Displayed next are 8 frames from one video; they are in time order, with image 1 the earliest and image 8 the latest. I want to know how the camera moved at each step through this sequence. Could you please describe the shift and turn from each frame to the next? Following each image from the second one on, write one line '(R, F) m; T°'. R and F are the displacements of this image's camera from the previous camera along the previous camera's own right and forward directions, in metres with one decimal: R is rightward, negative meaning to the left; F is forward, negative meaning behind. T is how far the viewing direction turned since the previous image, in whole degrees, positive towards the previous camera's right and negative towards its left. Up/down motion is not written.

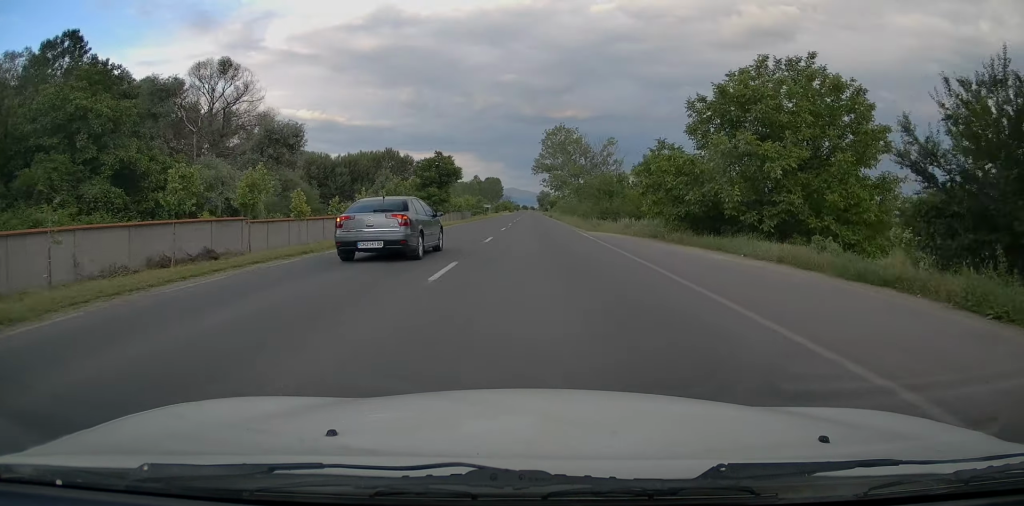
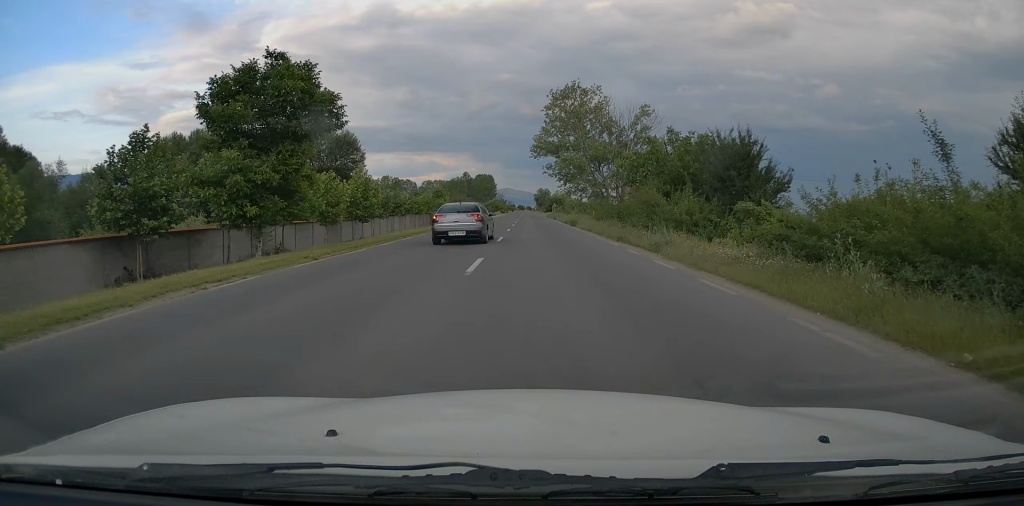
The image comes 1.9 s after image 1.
(-0.2, +43.8) m; 0°
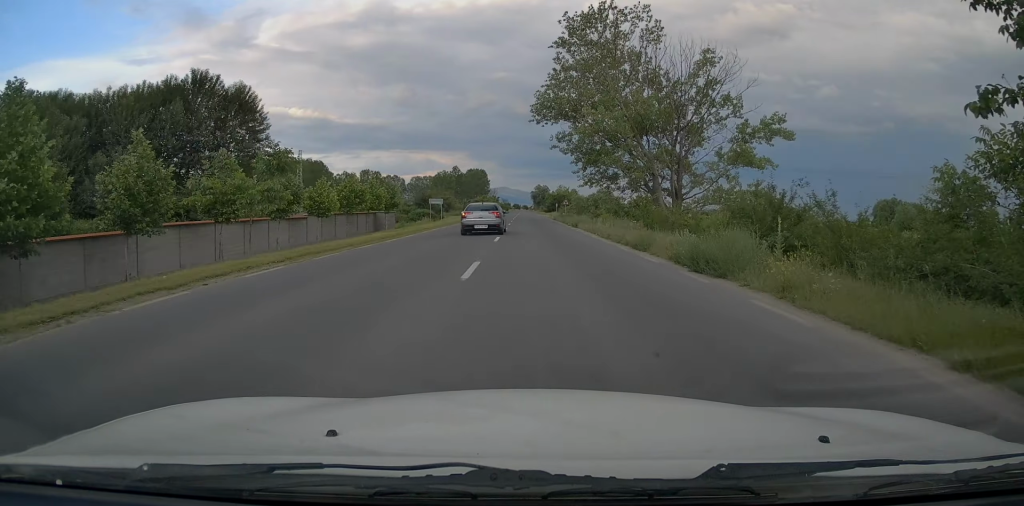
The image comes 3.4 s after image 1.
(+0.3, +34.9) m; +1°
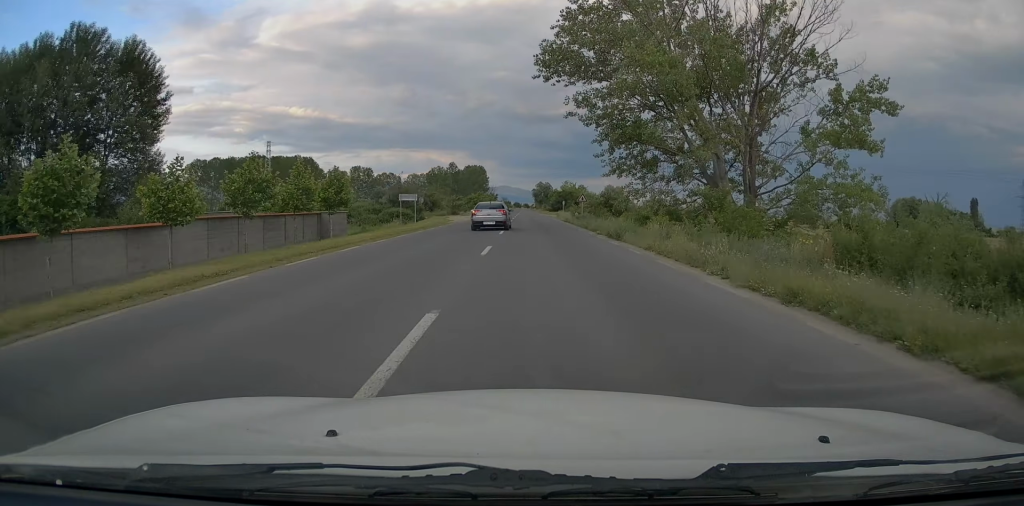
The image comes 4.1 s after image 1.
(+0.2, +17.9) m; 0°
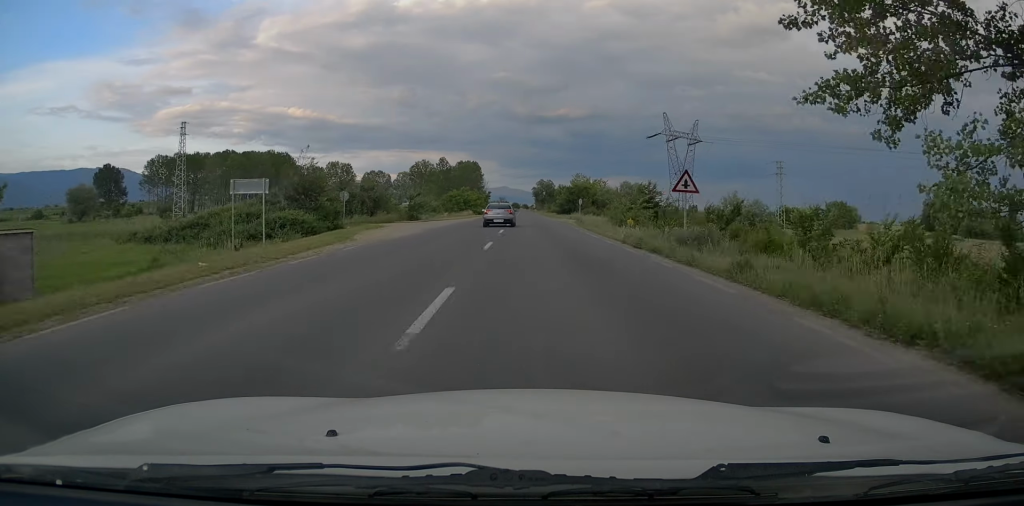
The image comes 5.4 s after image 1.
(-0.5, +31.9) m; -1°
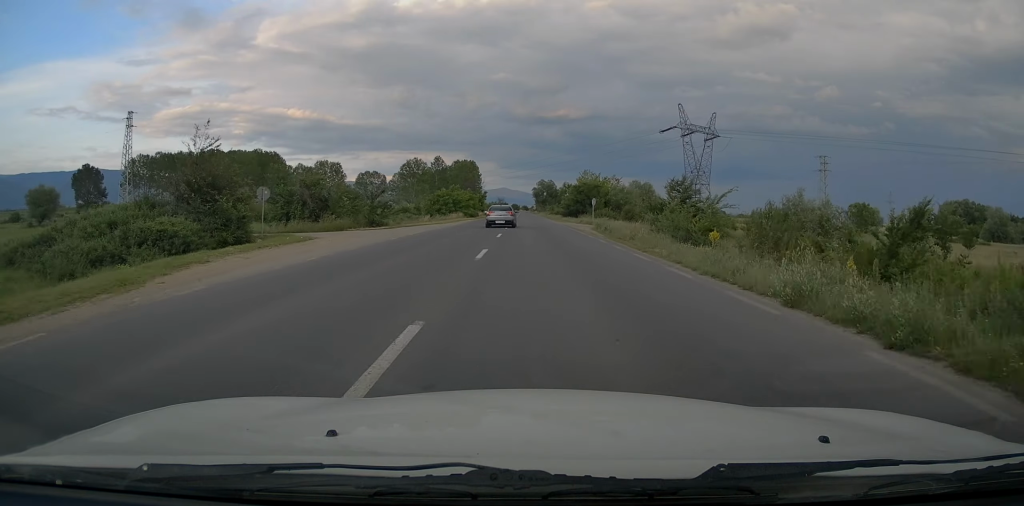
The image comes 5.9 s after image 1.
(-0.1, +13.7) m; 0°
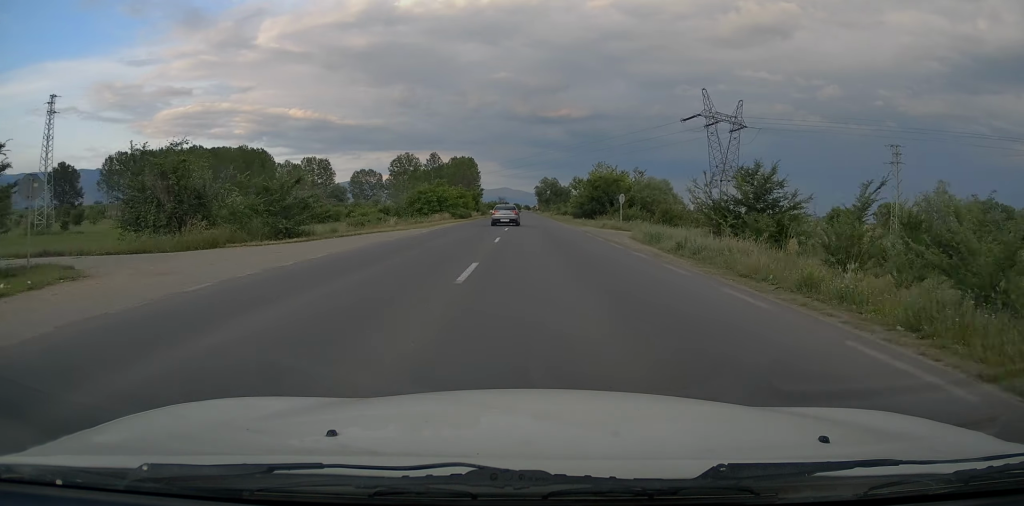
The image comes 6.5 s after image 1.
(+0.1, +15.7) m; 0°
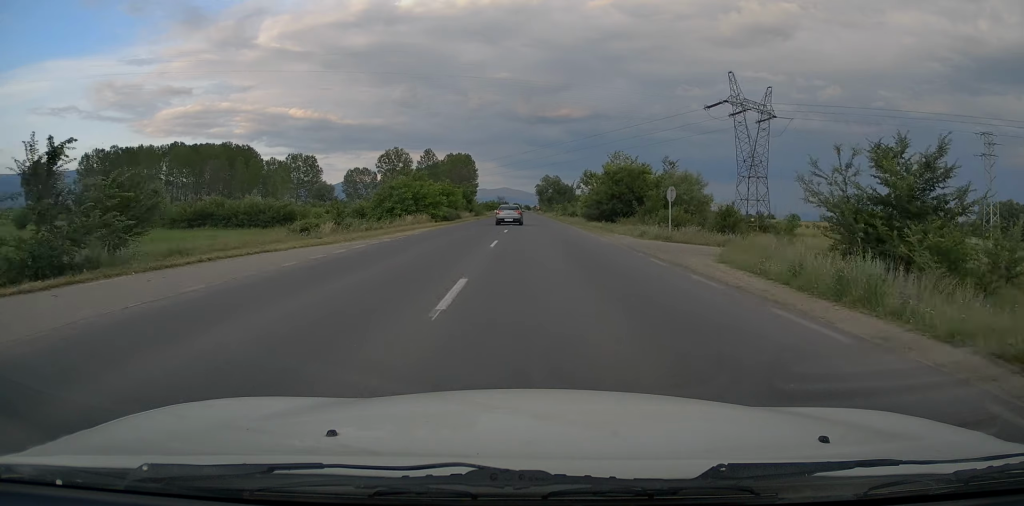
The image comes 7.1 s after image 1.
(+0.2, +14.1) m; 0°
